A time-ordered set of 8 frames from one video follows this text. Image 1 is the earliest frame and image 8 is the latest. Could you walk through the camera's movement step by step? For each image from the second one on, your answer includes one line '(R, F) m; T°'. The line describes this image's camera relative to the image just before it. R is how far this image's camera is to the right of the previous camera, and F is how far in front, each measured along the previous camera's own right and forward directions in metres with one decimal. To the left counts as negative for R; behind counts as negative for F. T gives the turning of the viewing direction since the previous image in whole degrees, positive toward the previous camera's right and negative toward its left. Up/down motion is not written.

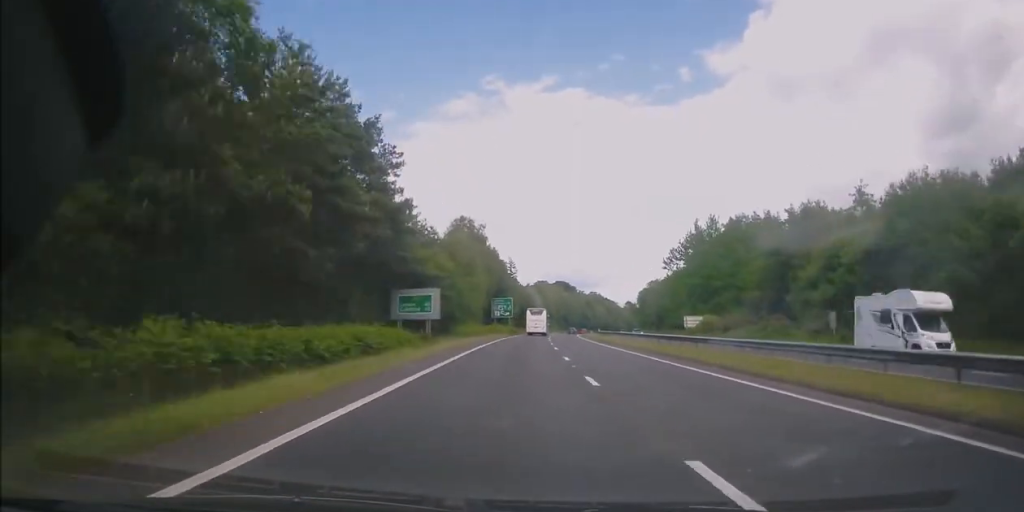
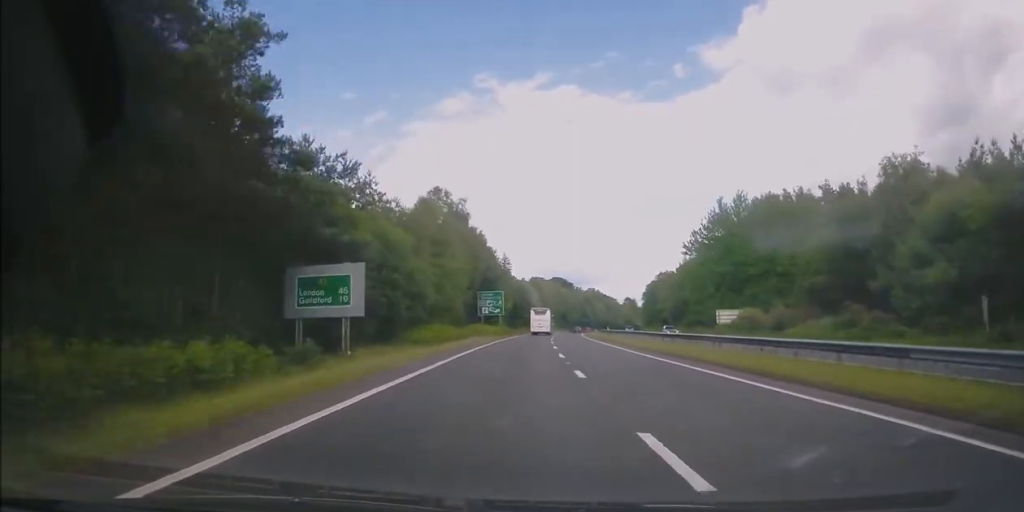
(+0.3, +17.1) m; +1°
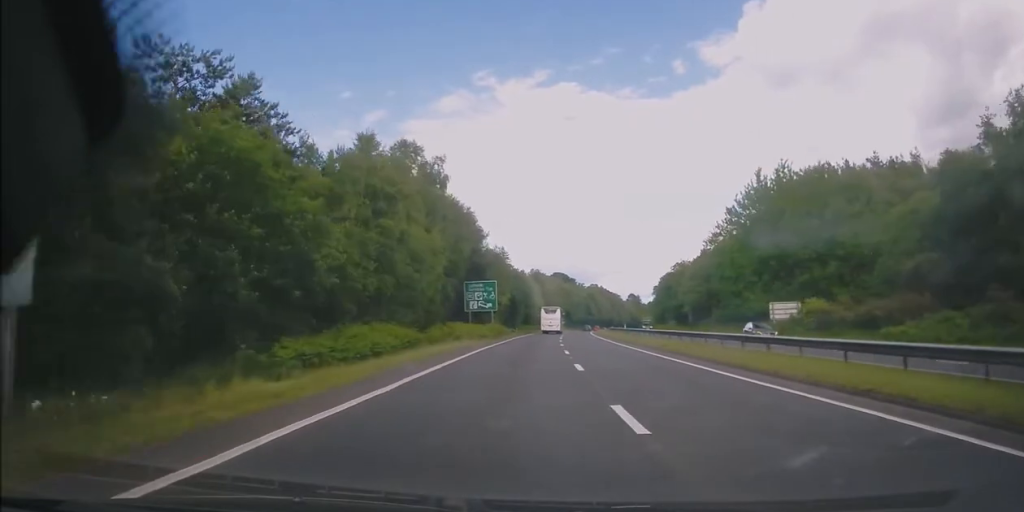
(-0.1, +16.2) m; +1°
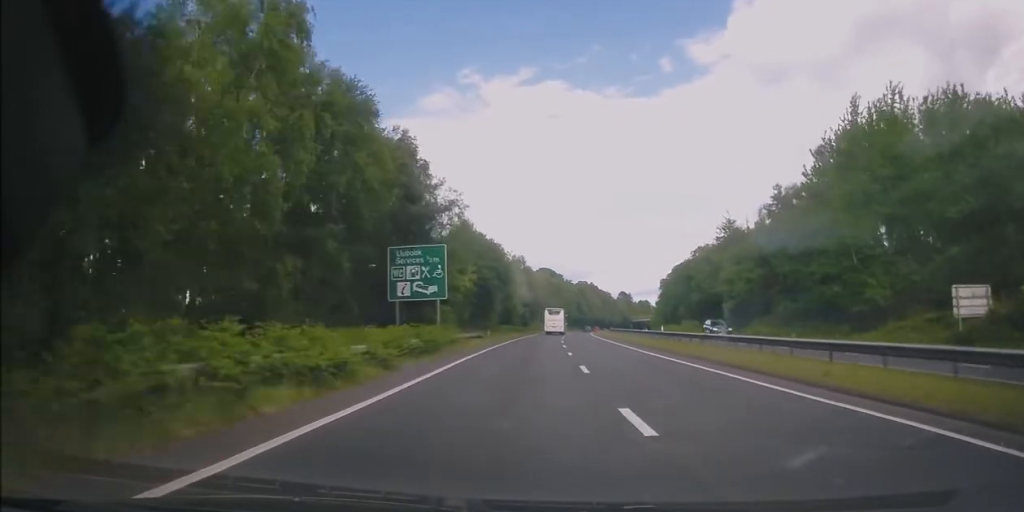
(+0.5, +27.9) m; +2°
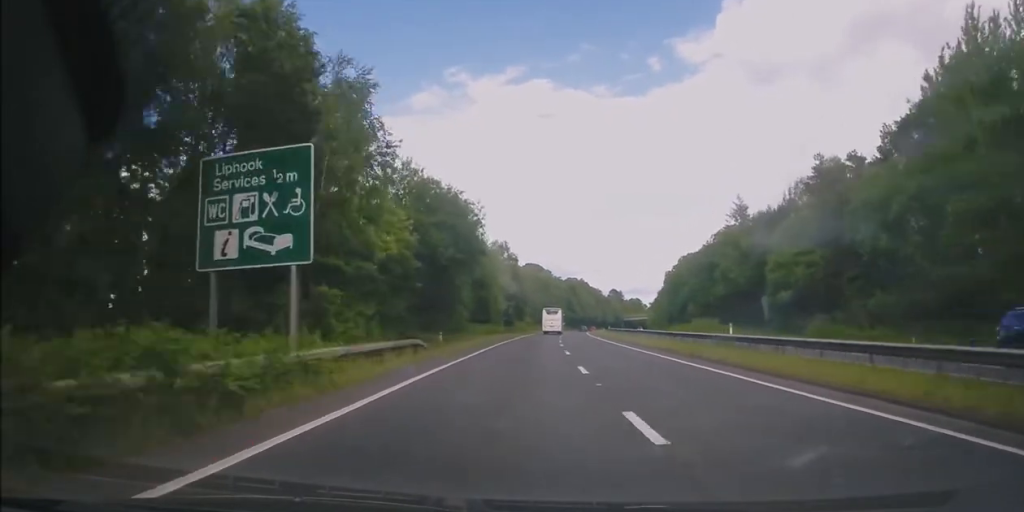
(+0.2, +18.9) m; +1°
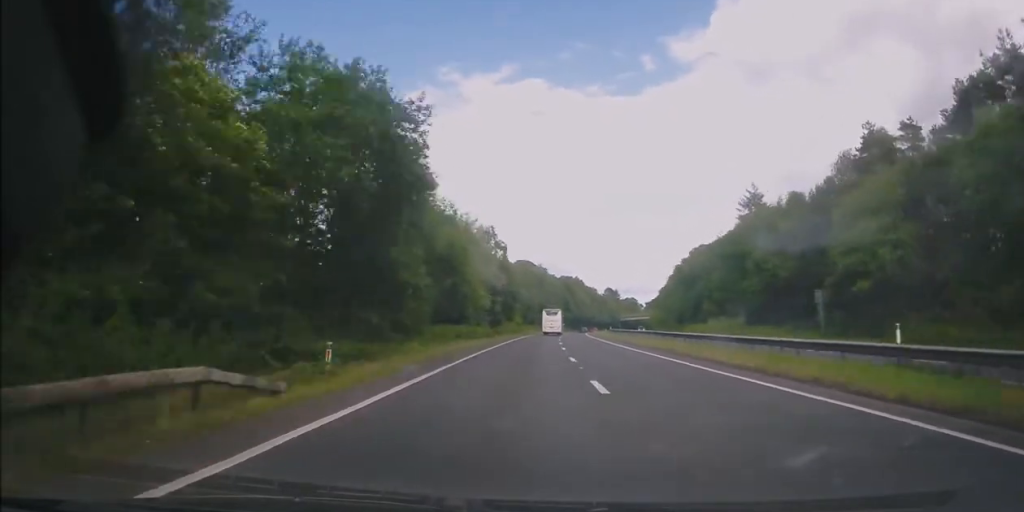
(0.0, +14.5) m; 0°
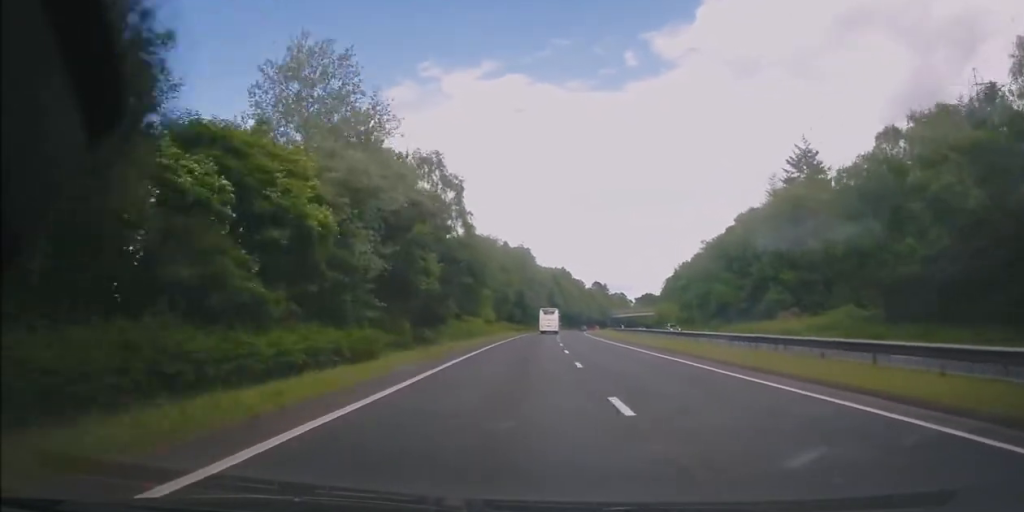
(+0.4, +34.7) m; +2°
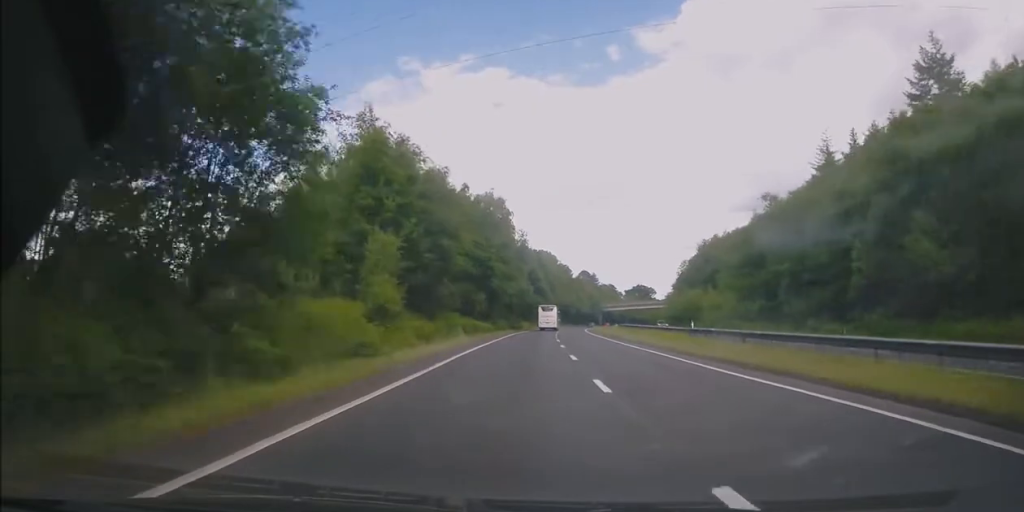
(+1.4, +41.9) m; +2°
